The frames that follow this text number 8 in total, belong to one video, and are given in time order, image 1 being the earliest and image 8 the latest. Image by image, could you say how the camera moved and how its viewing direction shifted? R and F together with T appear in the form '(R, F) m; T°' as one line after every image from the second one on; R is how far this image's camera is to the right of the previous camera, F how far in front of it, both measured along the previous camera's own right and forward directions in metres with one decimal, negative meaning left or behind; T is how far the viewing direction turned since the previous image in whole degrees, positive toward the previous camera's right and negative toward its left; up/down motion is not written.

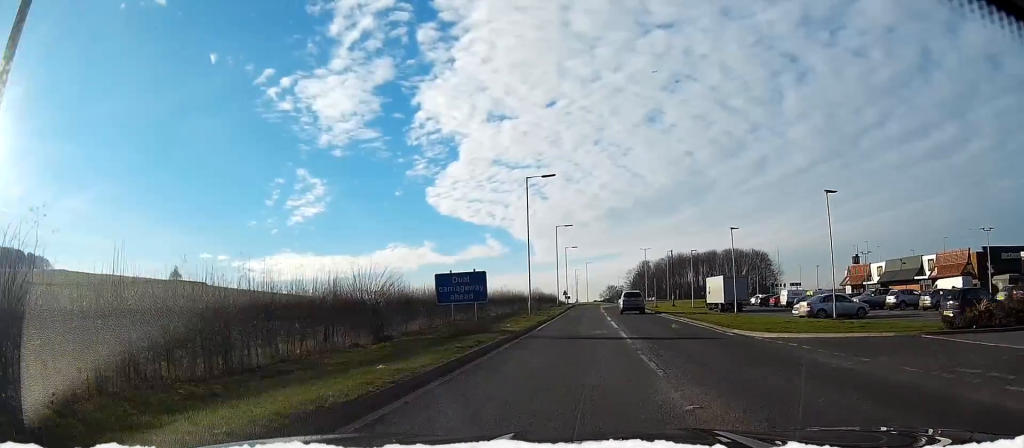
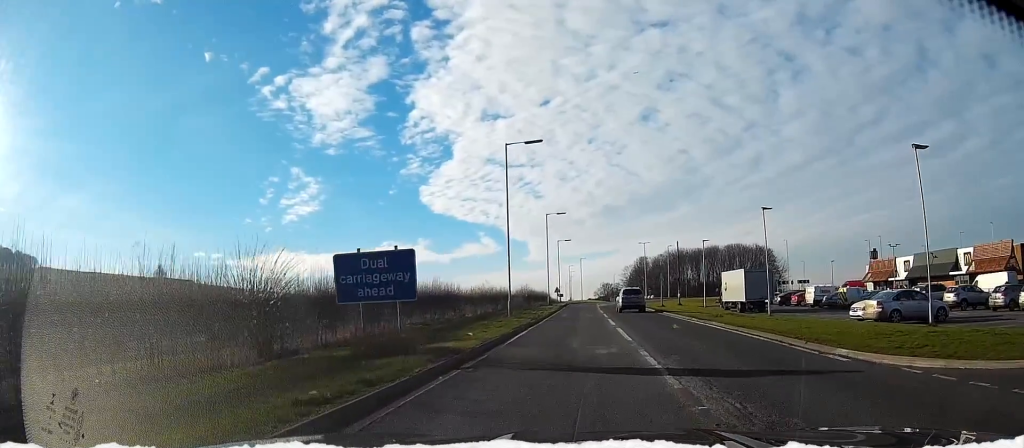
(0.0, +7.7) m; 0°
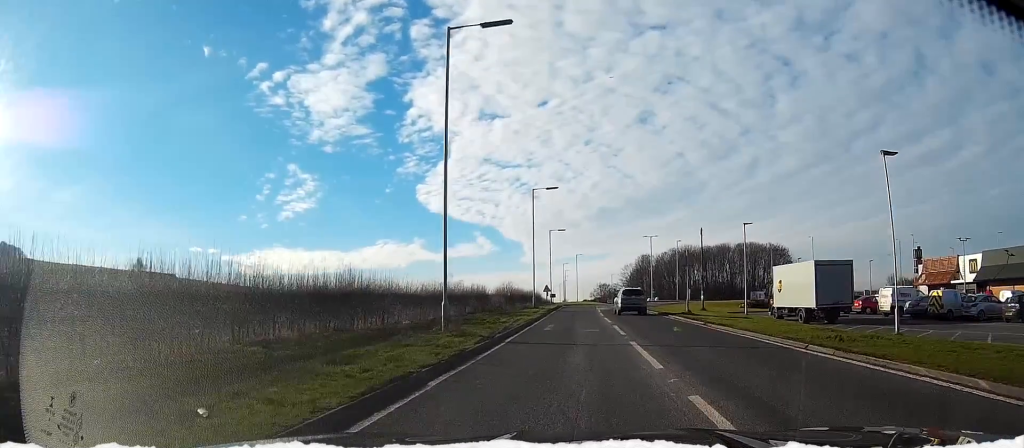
(0.0, +13.9) m; 0°
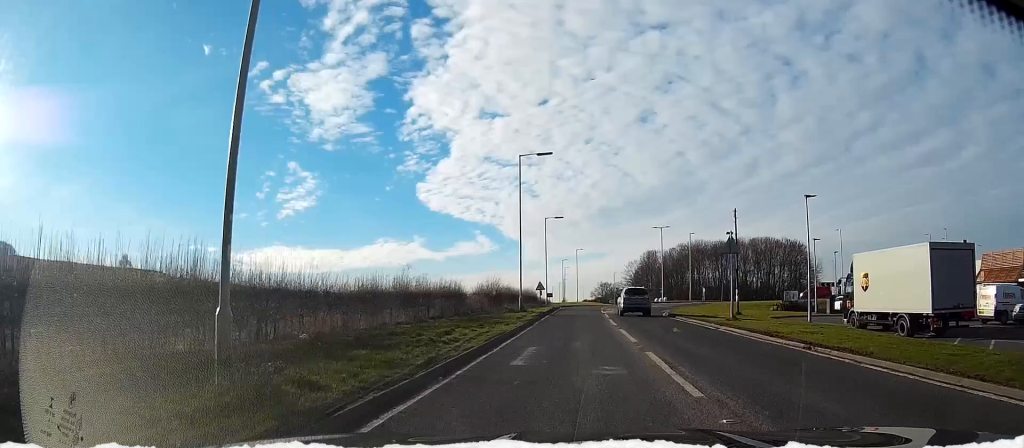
(0.0, +11.6) m; 0°
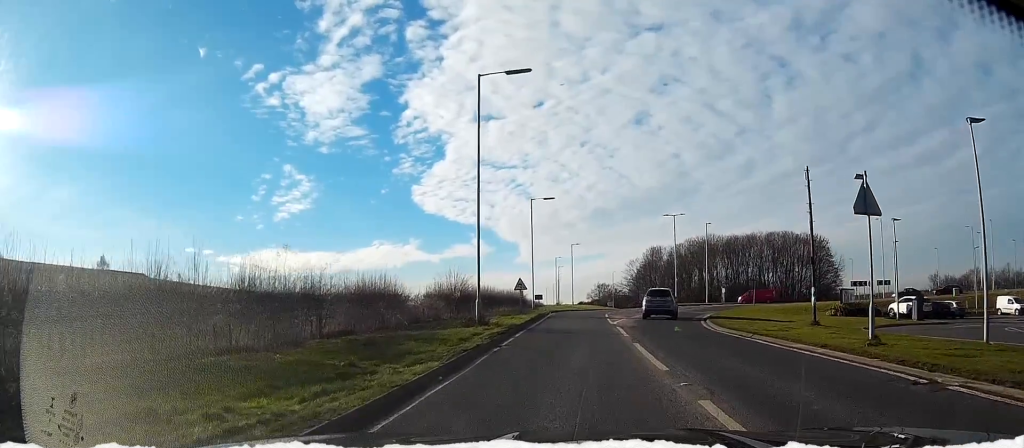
(0.0, +15.0) m; -1°
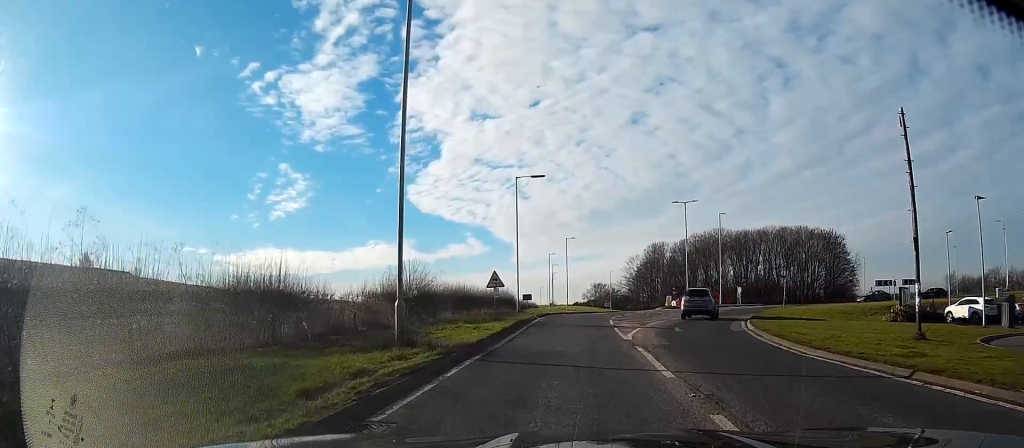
(-0.1, +10.0) m; -2°
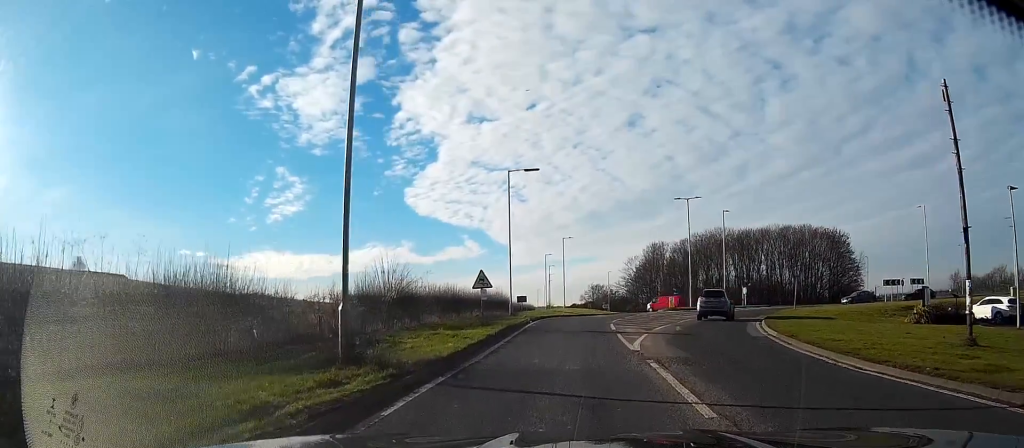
(-0.1, +3.2) m; -1°
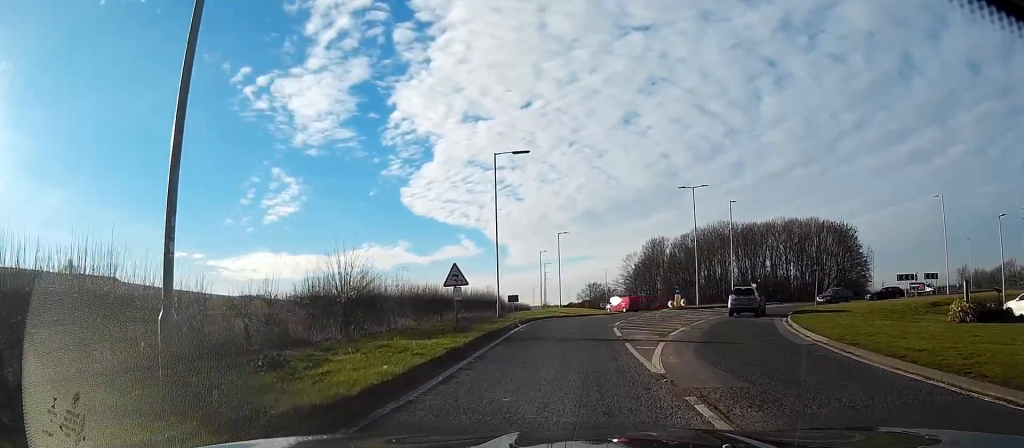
(-0.1, +5.4) m; -2°
